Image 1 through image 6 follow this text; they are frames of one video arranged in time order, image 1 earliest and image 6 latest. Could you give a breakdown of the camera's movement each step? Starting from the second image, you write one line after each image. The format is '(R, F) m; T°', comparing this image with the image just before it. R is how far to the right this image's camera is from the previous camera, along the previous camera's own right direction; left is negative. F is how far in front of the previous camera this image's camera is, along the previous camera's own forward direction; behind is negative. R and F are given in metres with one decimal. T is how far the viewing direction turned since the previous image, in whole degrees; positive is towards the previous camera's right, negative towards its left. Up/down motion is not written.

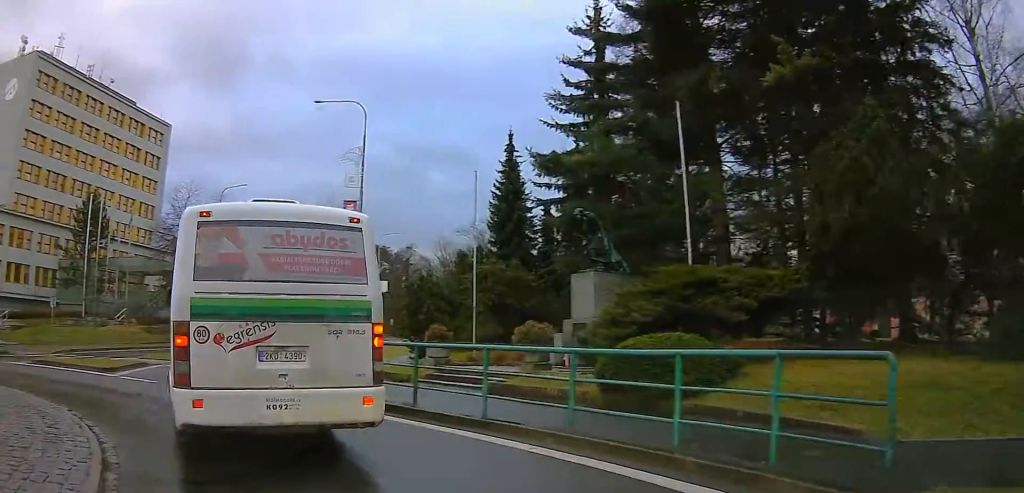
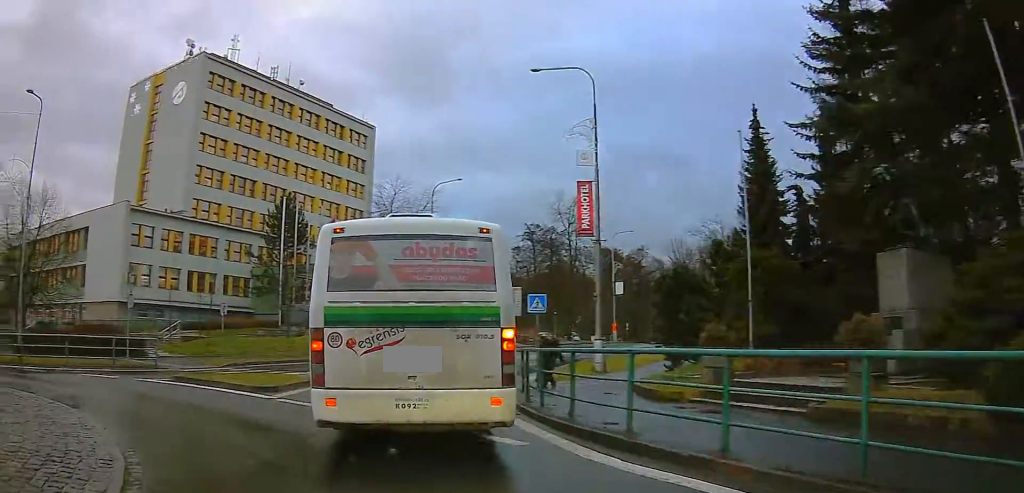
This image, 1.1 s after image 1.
(0.0, +4.8) m; -1°
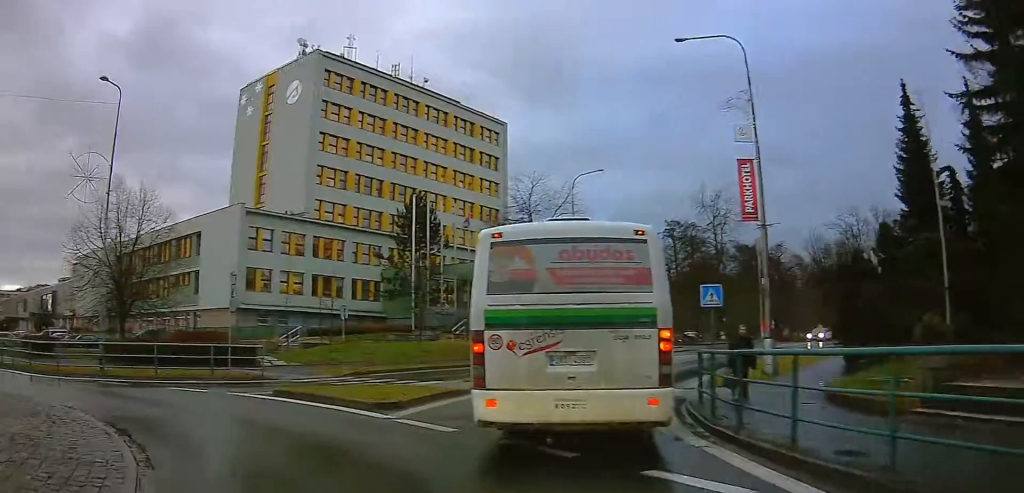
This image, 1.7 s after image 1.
(0.0, +2.8) m; -23°
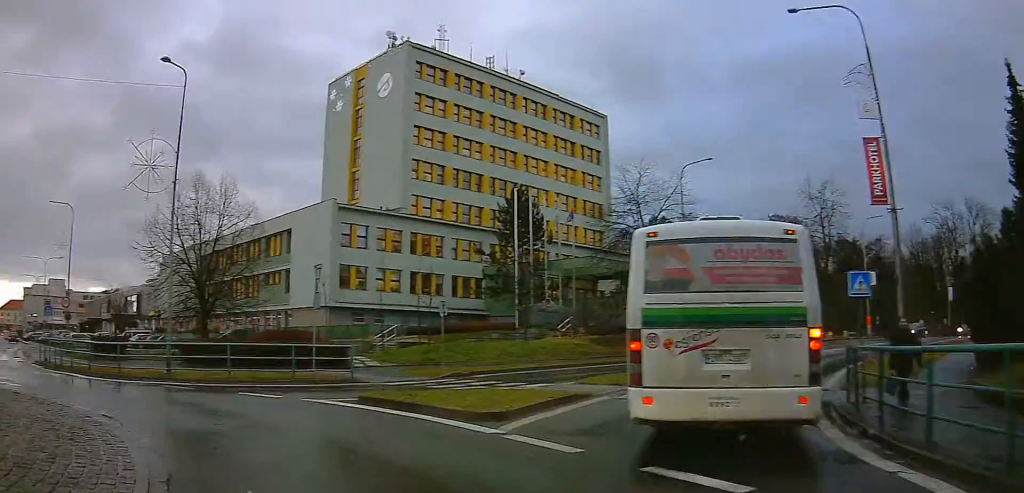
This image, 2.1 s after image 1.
(+0.6, +1.7) m; -15°
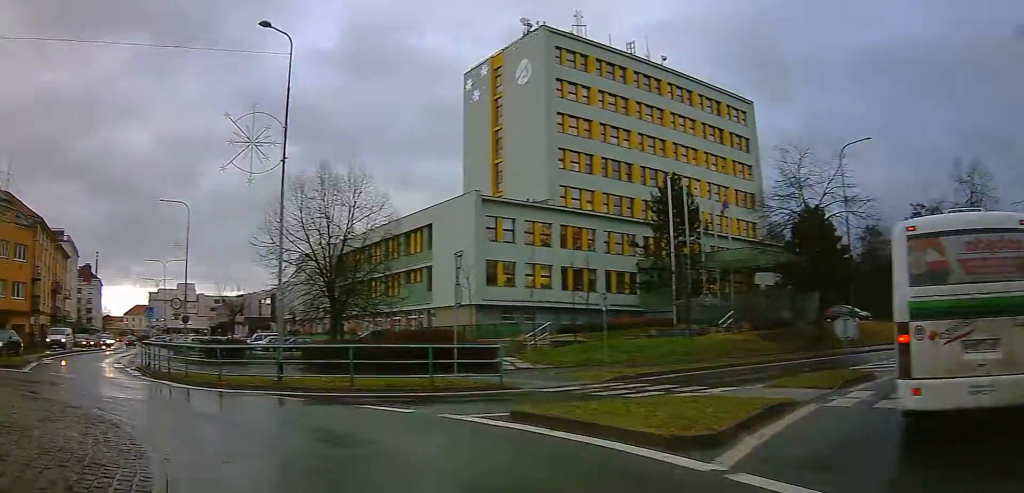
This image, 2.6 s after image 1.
(-1.5, +2.3) m; -25°
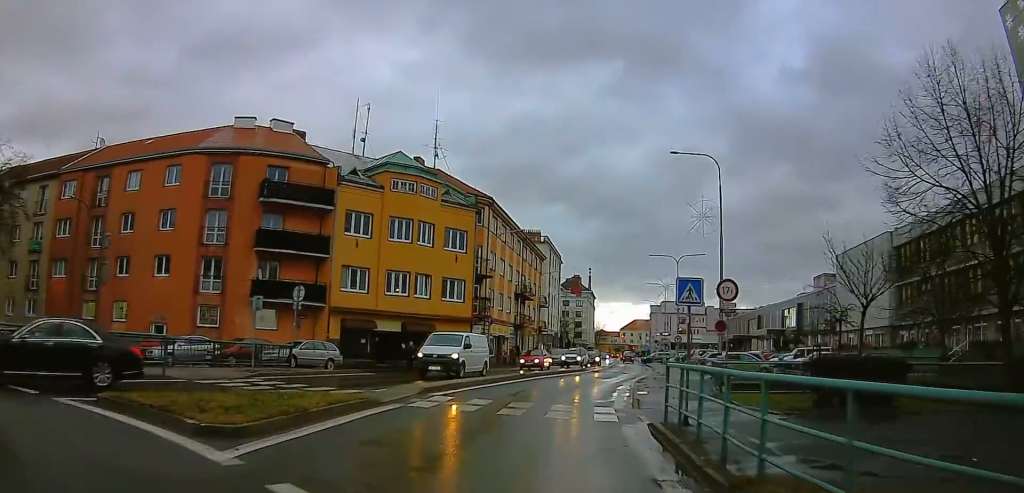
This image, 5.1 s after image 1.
(-7.4, +13.3) m; -46°
